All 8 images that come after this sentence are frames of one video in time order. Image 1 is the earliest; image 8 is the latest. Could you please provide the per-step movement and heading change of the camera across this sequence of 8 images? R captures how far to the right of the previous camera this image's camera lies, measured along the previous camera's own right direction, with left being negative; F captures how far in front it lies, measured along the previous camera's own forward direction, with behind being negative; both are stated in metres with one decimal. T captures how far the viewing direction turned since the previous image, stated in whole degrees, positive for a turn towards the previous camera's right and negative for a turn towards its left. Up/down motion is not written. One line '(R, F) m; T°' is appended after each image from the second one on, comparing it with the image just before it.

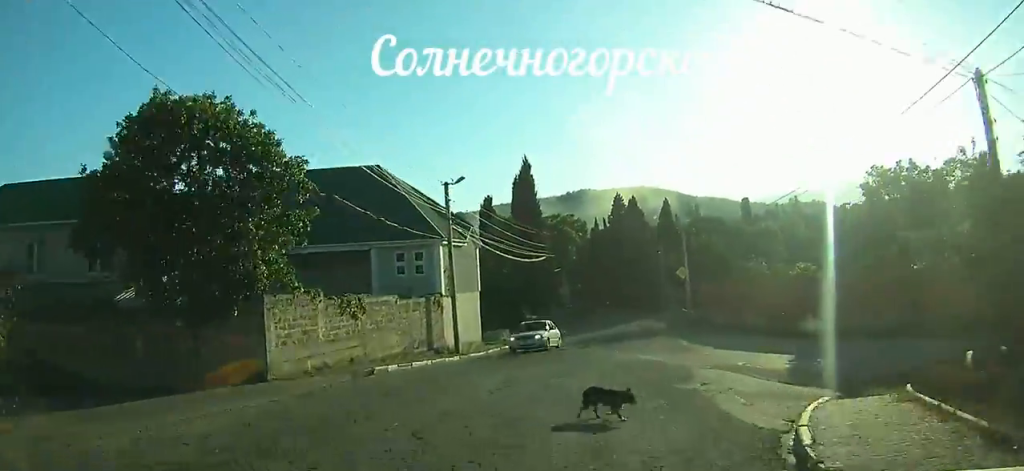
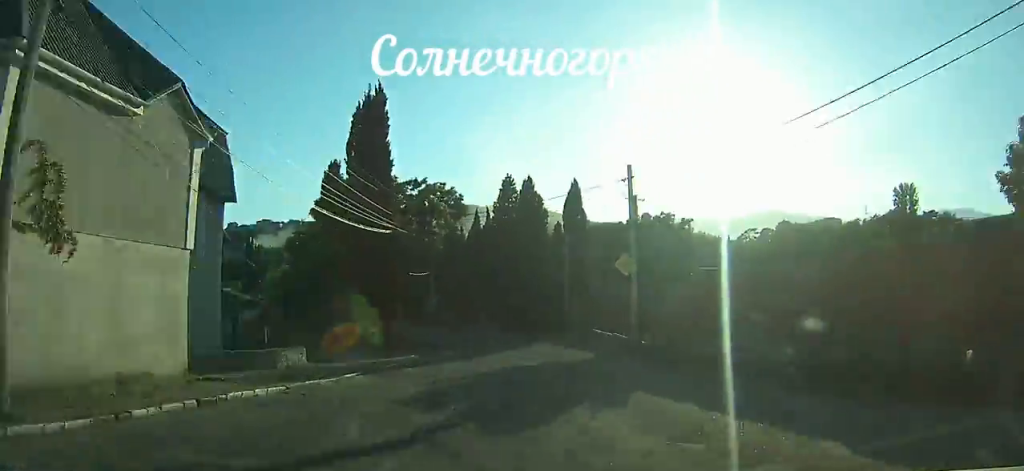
(+5.2, +26.7) m; +13°
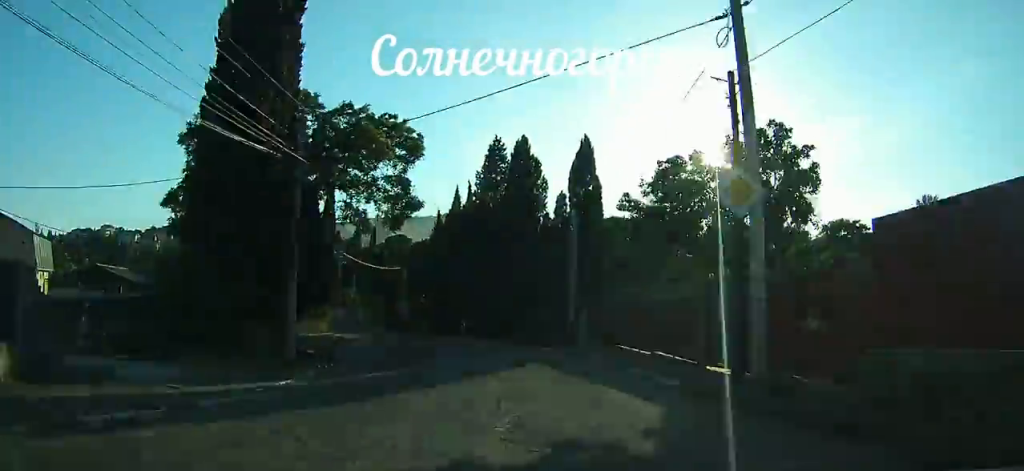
(+0.8, +12.6) m; -1°
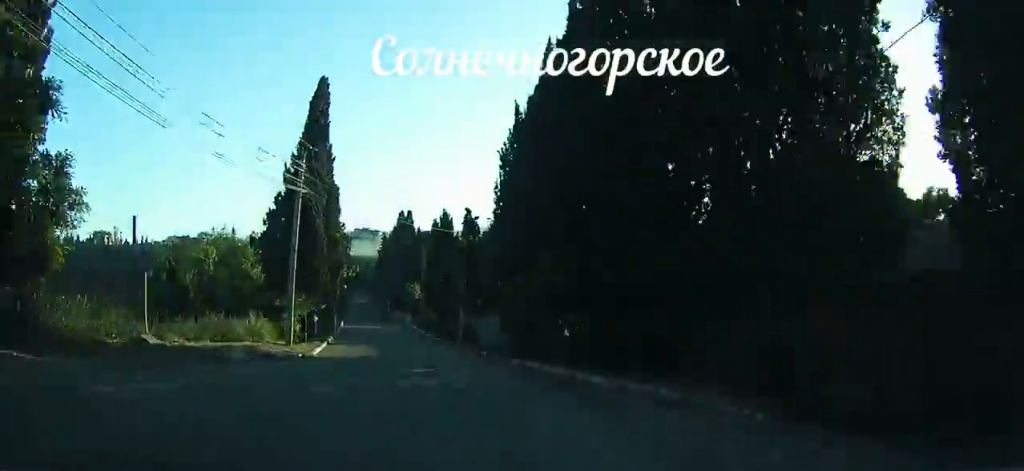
(-1.0, +25.6) m; -9°
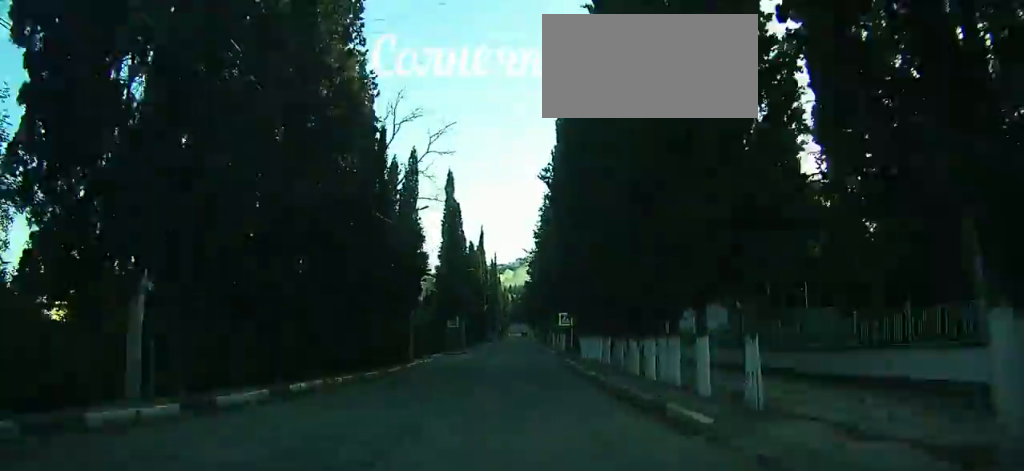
(-10.2, +59.1) m; -14°
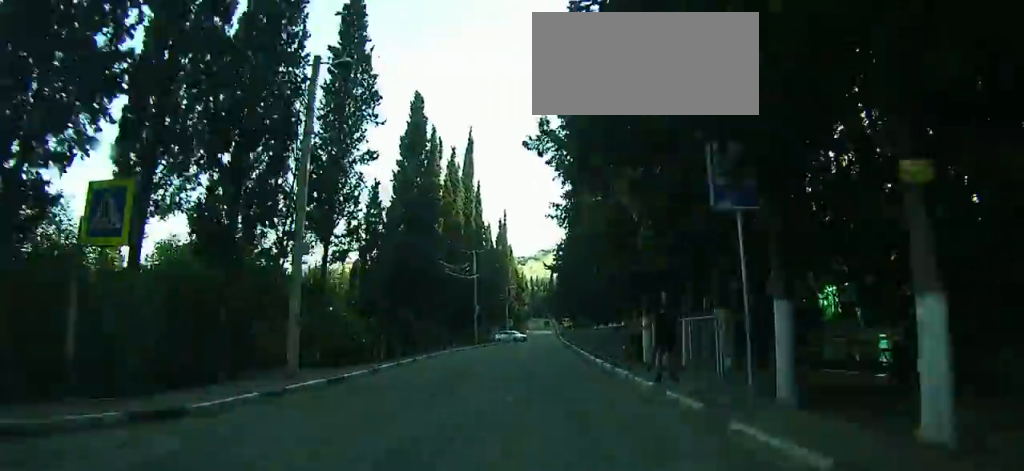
(-0.7, +39.7) m; -3°
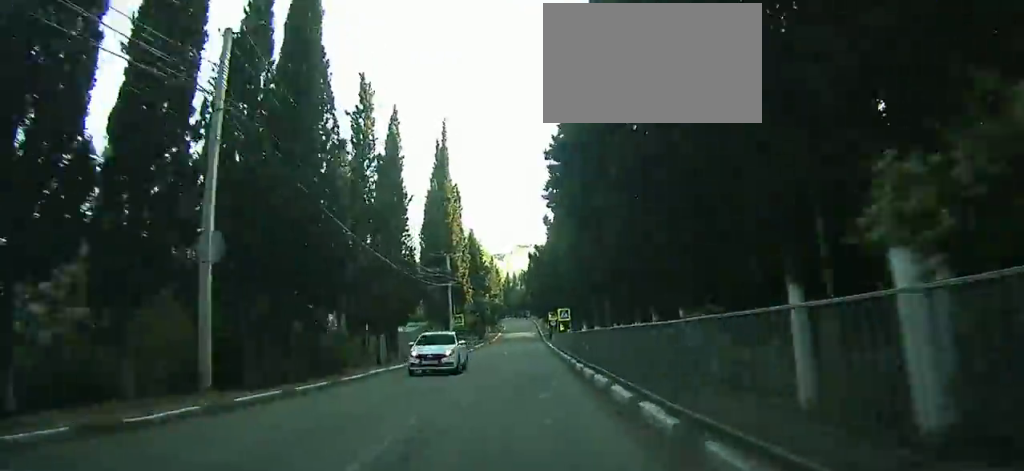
(-0.5, +37.2) m; -3°
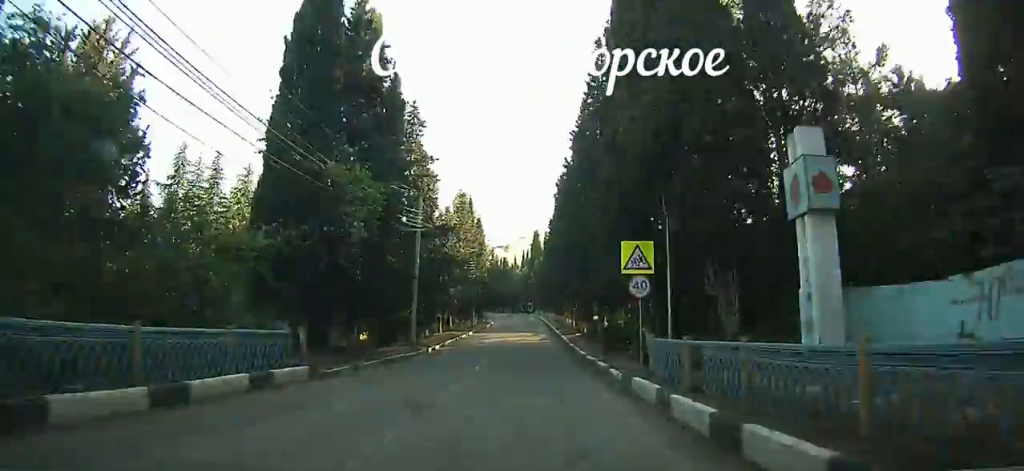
(+0.1, +52.2) m; +5°
